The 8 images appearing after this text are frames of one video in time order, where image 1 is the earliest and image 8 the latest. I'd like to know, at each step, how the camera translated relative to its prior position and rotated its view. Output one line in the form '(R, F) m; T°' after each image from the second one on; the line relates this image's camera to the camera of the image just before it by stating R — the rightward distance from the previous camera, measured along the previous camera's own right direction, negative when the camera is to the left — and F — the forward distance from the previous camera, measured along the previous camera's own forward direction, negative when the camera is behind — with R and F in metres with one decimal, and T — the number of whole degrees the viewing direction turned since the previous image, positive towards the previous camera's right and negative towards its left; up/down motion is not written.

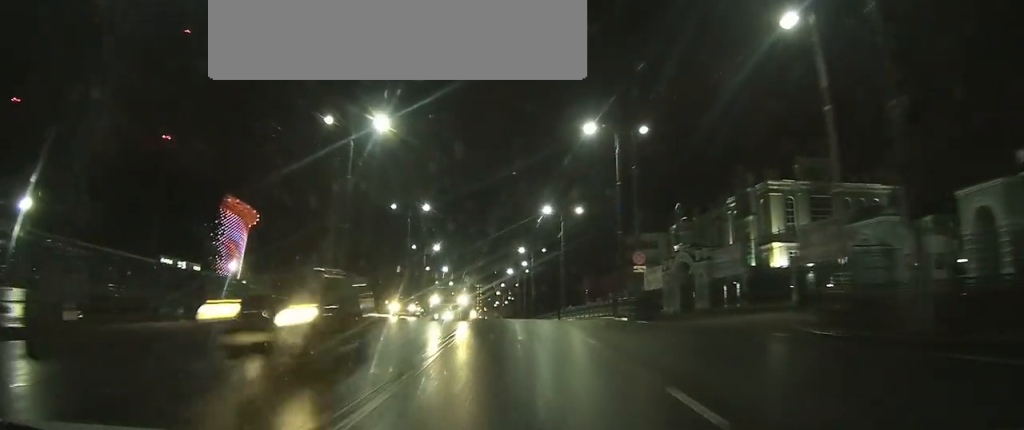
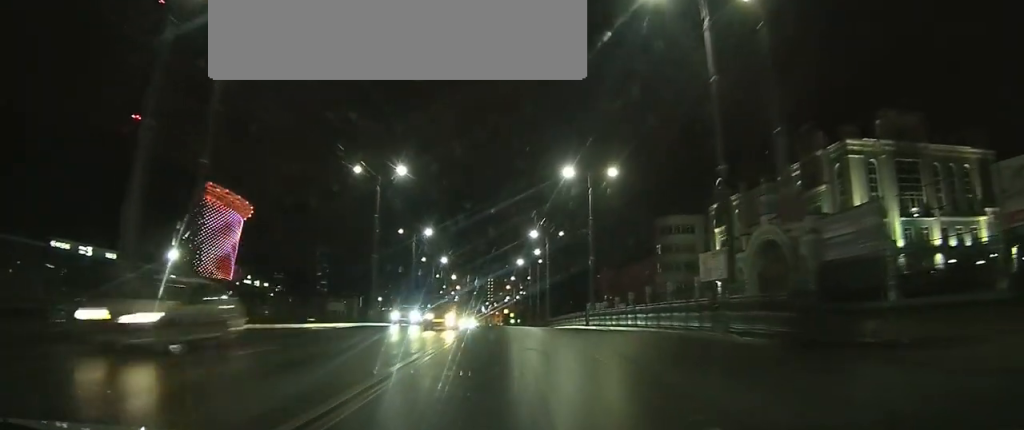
(-0.3, +22.0) m; -1°
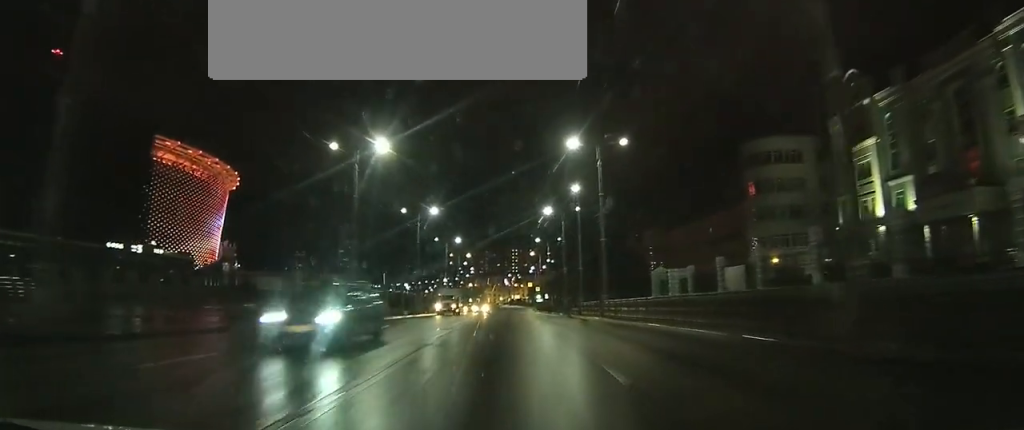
(-0.9, +40.5) m; -3°
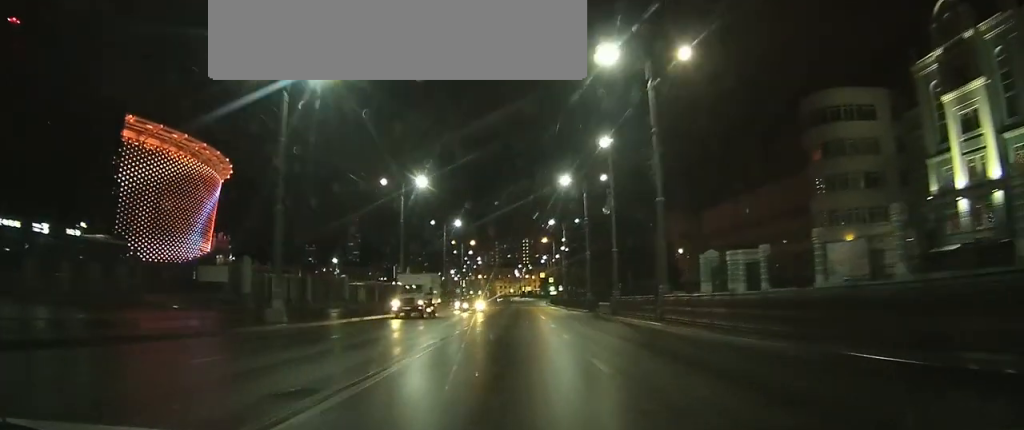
(-0.1, +15.6) m; -1°
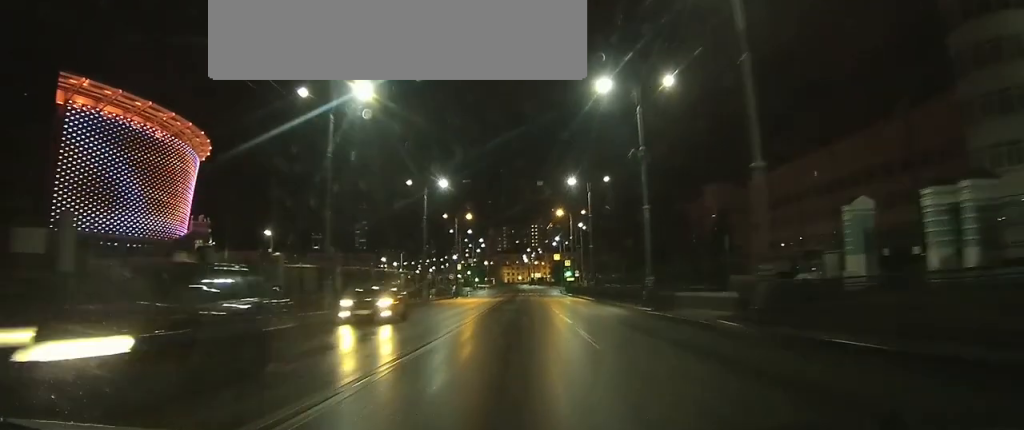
(-0.3, +23.5) m; -1°
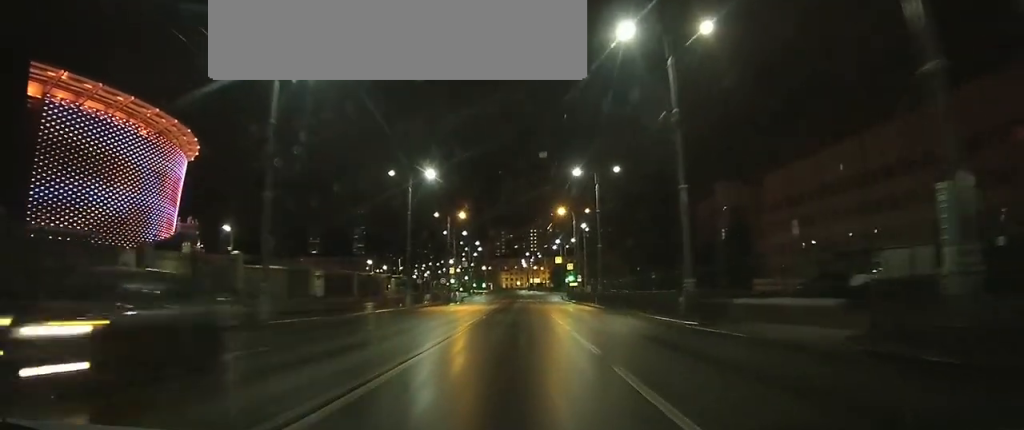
(0.0, +7.7) m; 0°
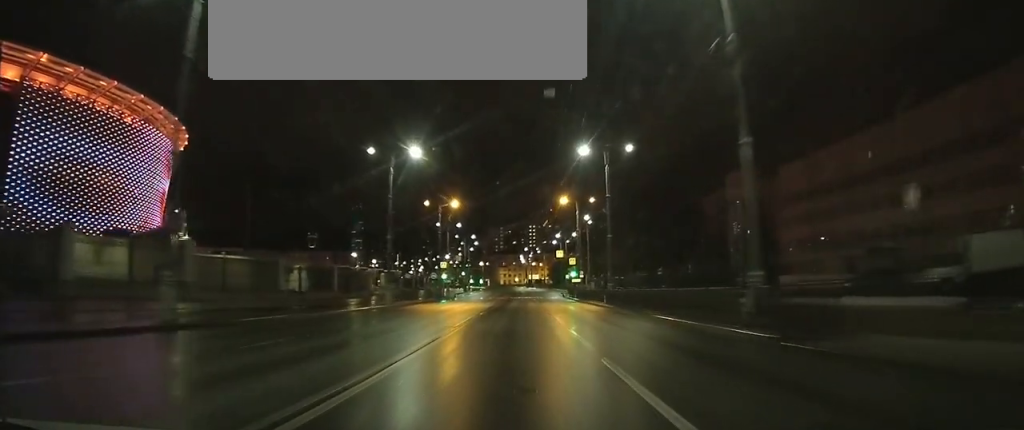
(0.0, +7.2) m; 0°
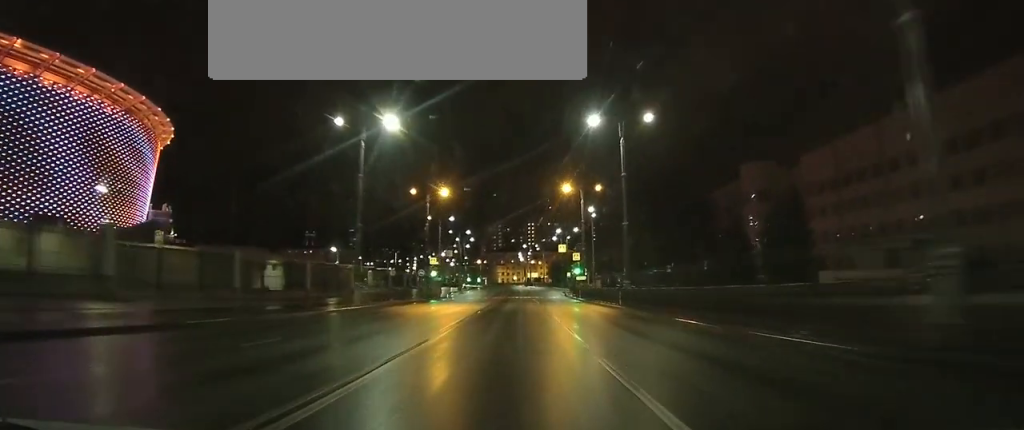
(0.0, +8.2) m; 0°
